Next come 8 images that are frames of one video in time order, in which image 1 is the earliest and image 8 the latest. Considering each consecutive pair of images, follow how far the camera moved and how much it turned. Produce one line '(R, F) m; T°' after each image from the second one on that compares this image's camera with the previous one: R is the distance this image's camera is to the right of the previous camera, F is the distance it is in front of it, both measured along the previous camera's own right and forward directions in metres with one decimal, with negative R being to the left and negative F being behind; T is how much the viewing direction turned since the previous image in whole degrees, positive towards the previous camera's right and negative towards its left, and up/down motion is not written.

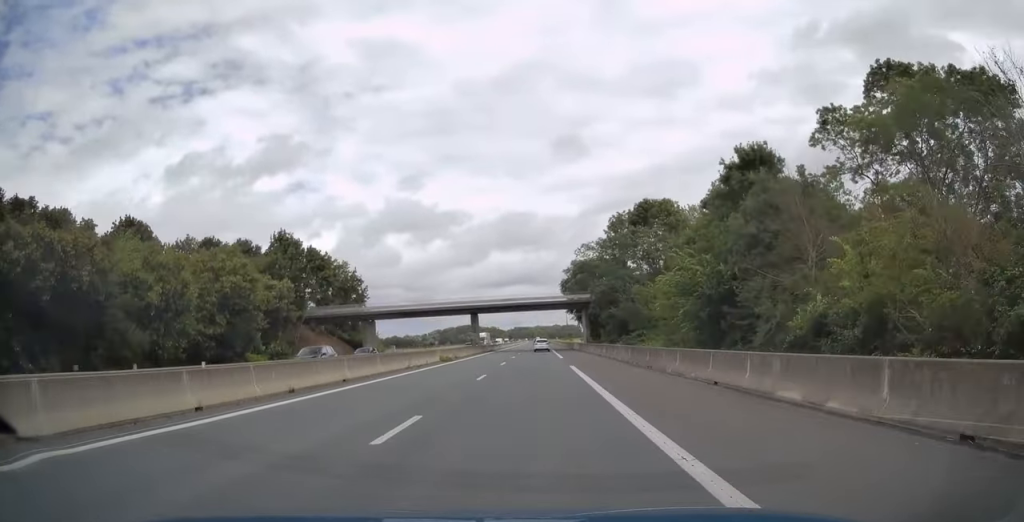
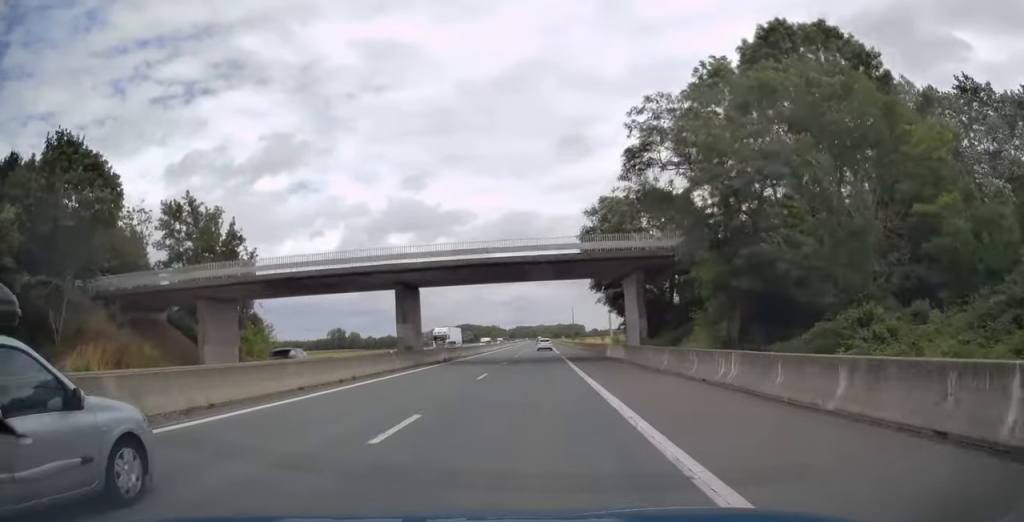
(-0.5, +39.3) m; 0°
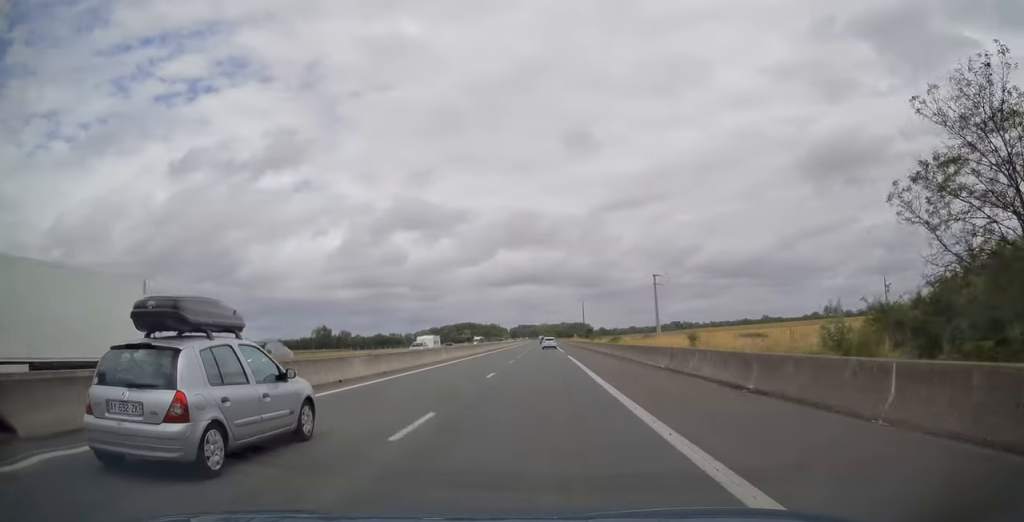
(+0.2, +52.2) m; 0°
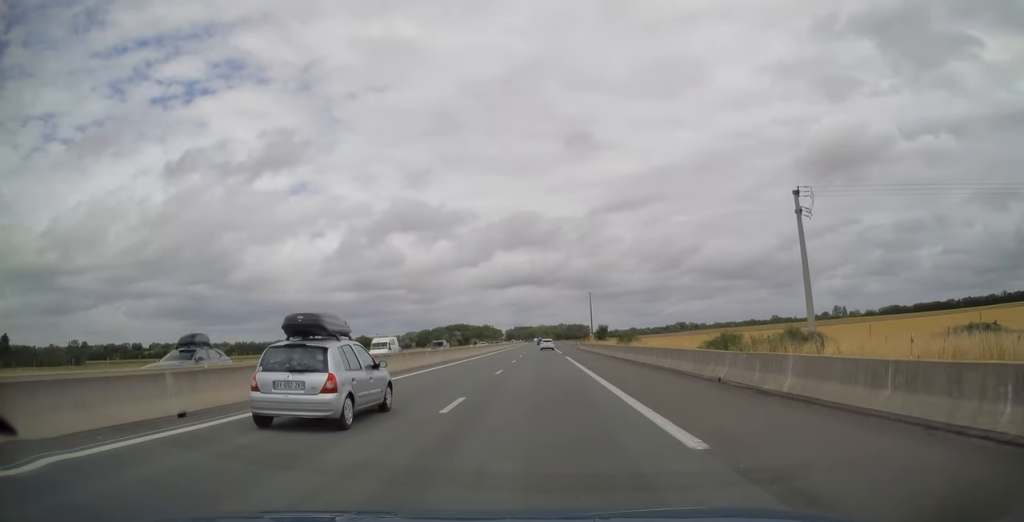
(+0.2, +49.0) m; 0°
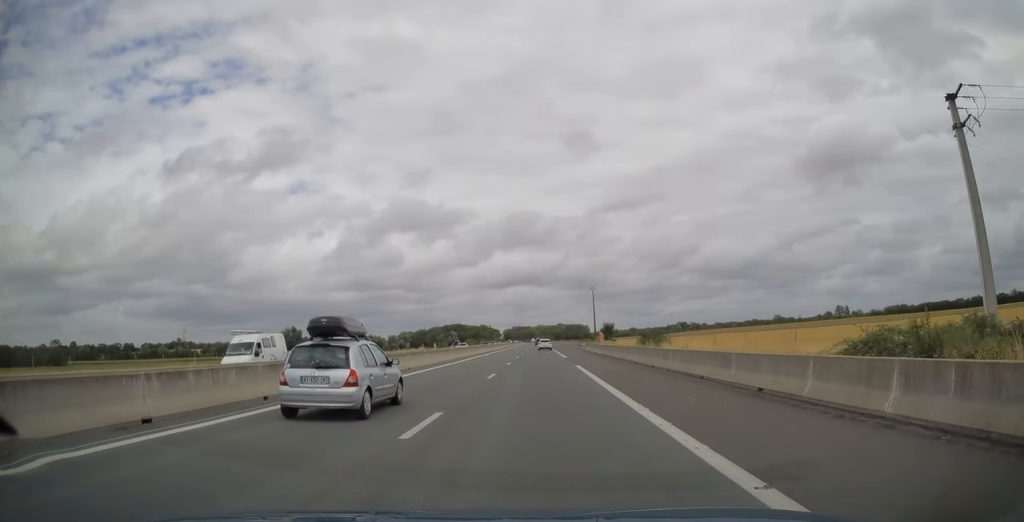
(-0.2, +16.2) m; 0°
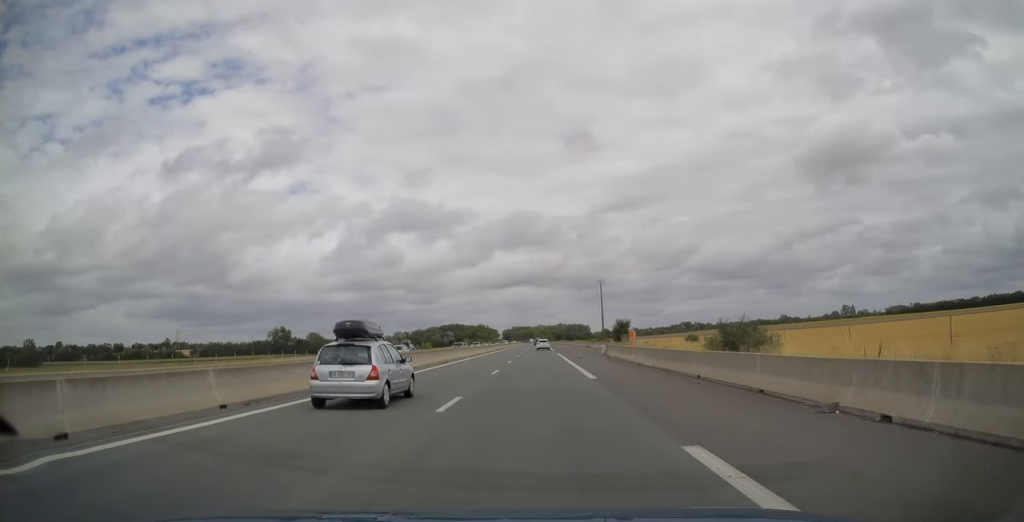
(-0.1, +23.2) m; 0°
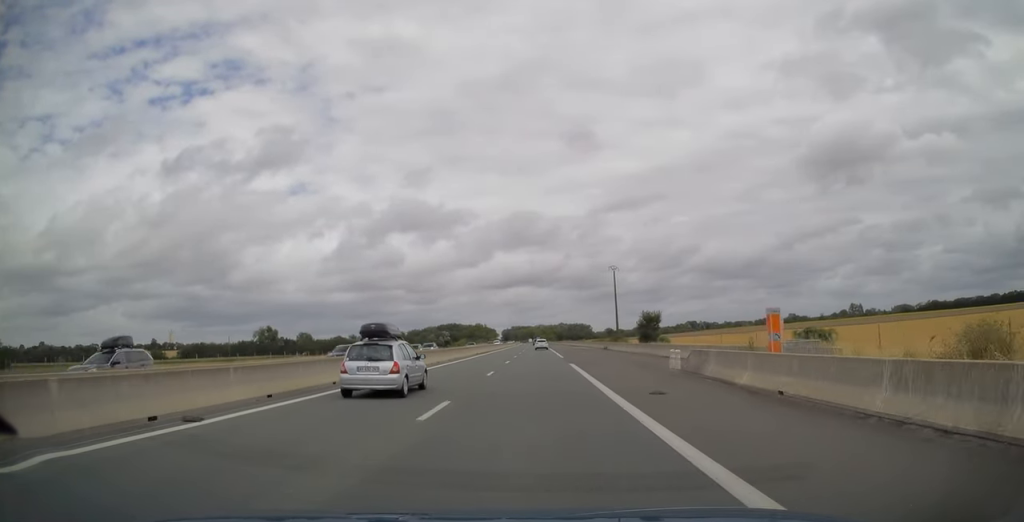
(+0.2, +27.4) m; 0°
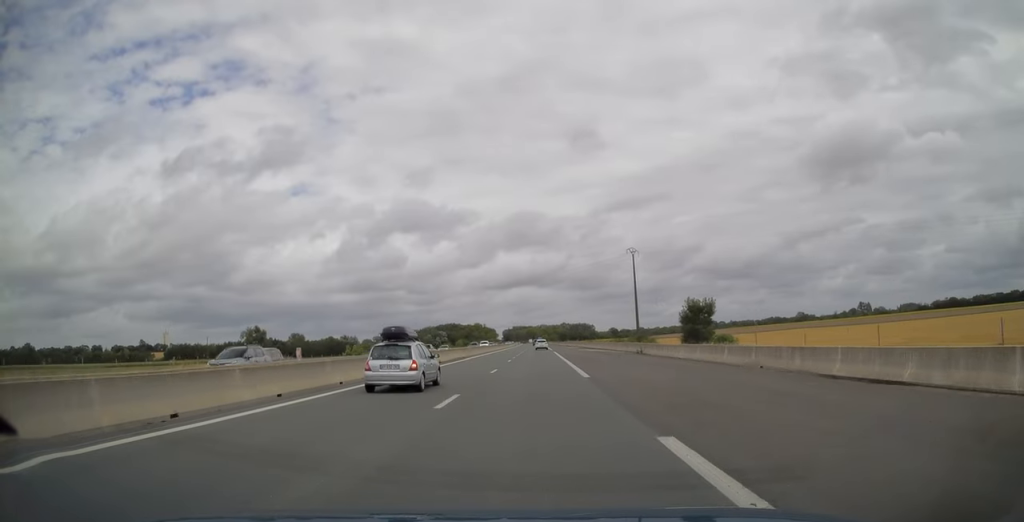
(+0.1, +24.2) m; 0°
